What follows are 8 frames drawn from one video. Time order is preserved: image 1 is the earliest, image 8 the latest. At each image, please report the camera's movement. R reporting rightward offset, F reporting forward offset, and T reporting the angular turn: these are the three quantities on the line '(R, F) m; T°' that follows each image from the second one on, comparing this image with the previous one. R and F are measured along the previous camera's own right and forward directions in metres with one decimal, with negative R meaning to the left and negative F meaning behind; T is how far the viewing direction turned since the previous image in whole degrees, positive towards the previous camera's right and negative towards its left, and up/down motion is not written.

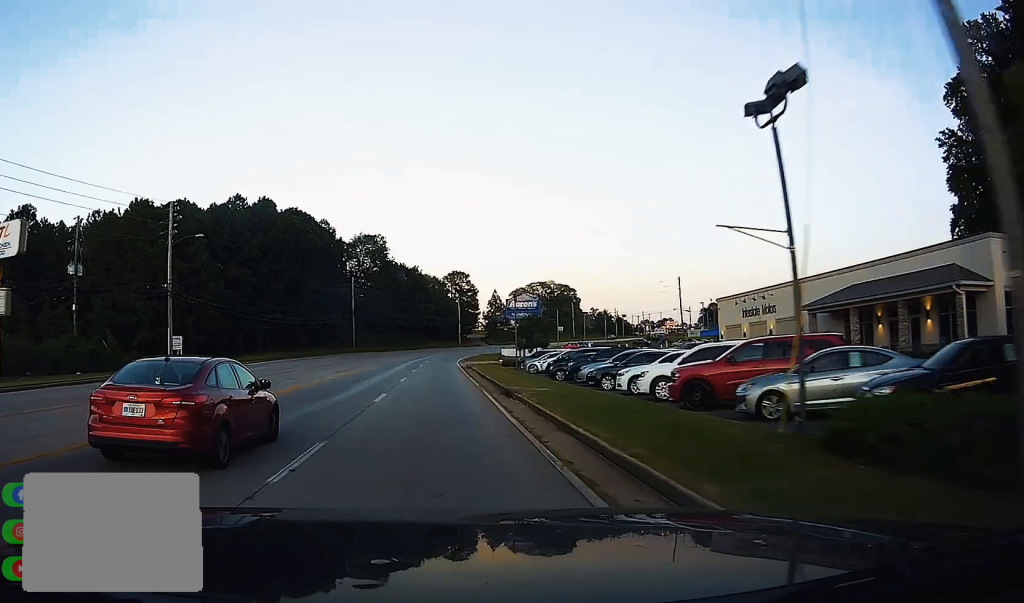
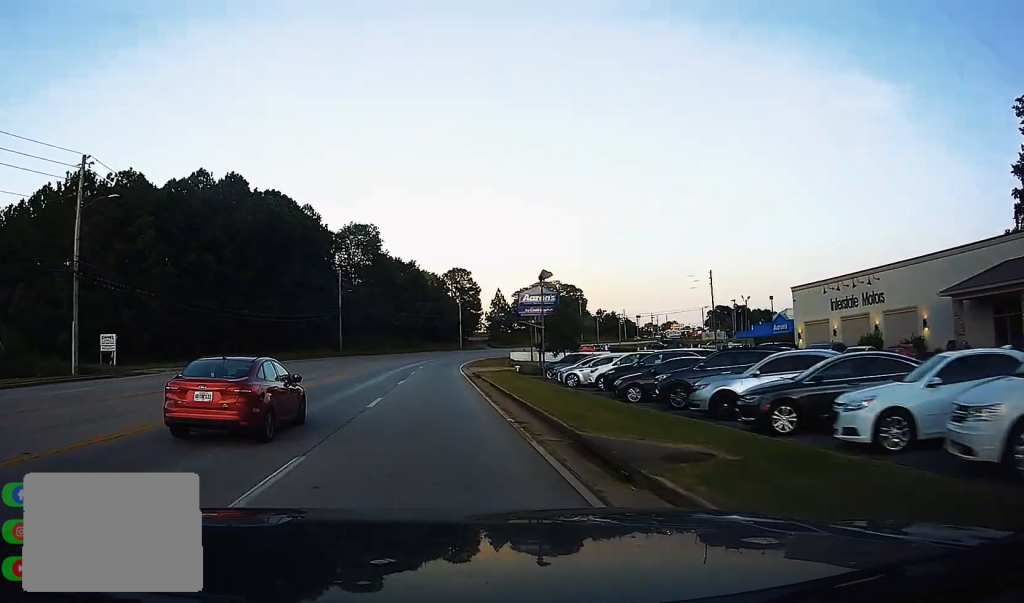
(0.0, +14.9) m; -1°
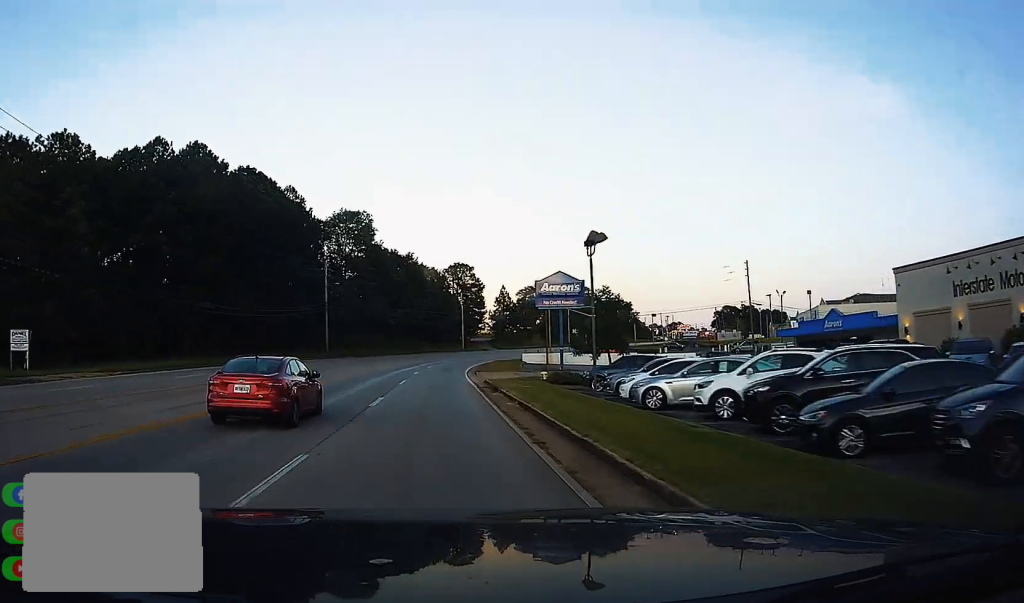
(-0.4, +13.9) m; -2°
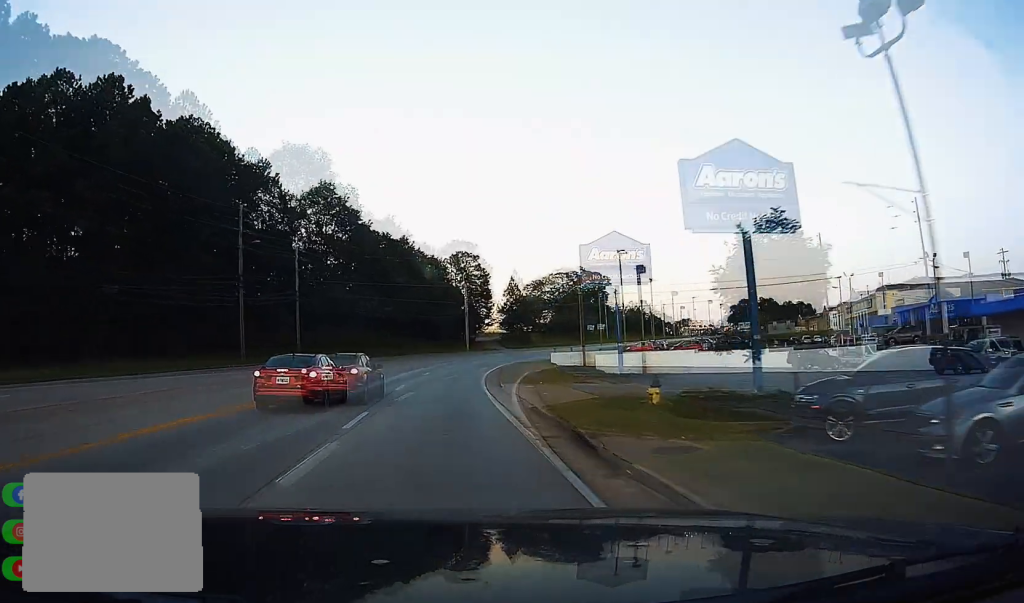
(0.0, +22.2) m; 0°
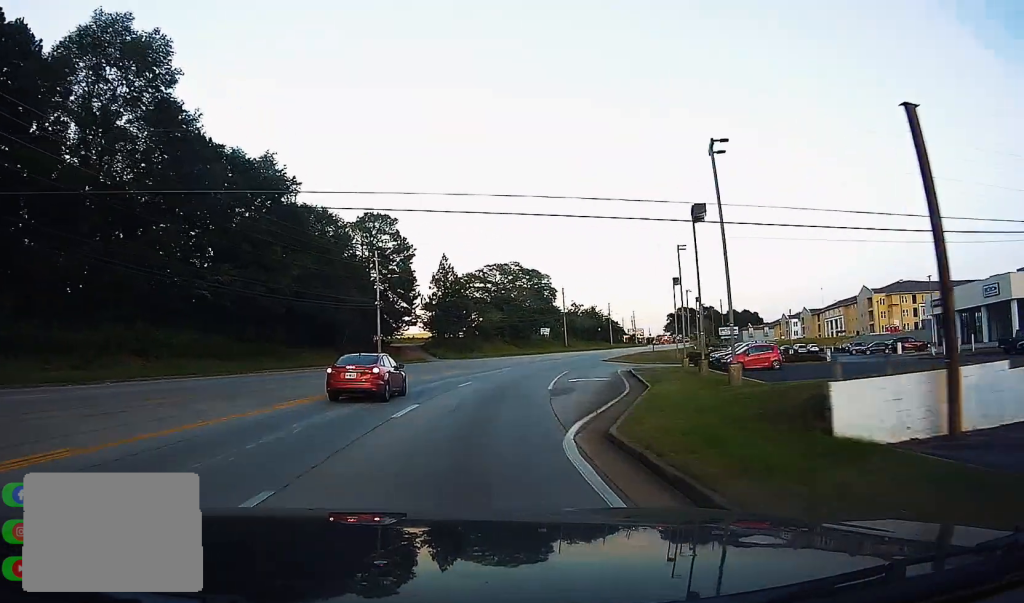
(0.0, +31.2) m; 0°
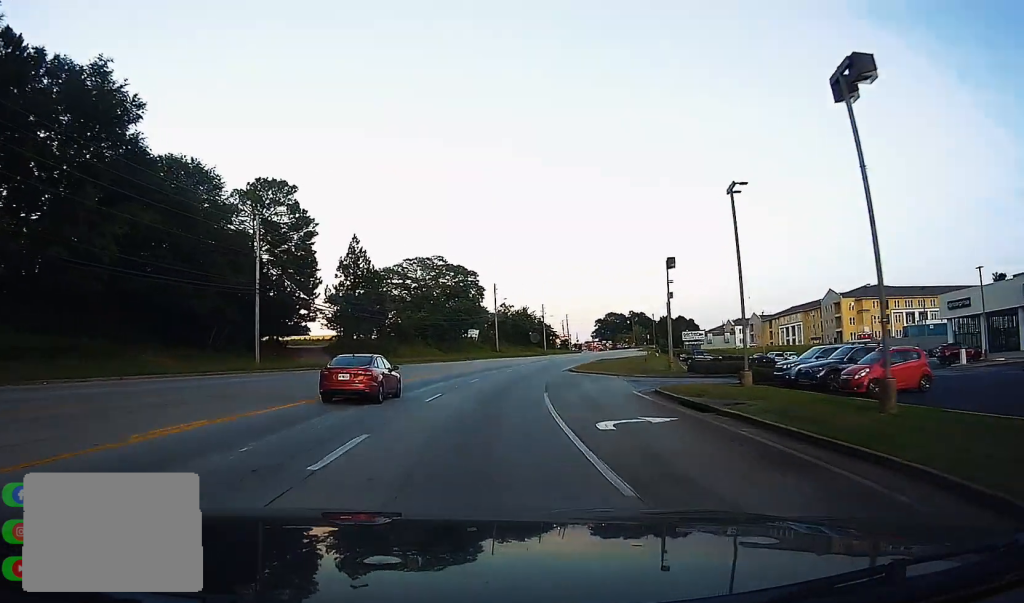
(0.0, +20.5) m; +4°
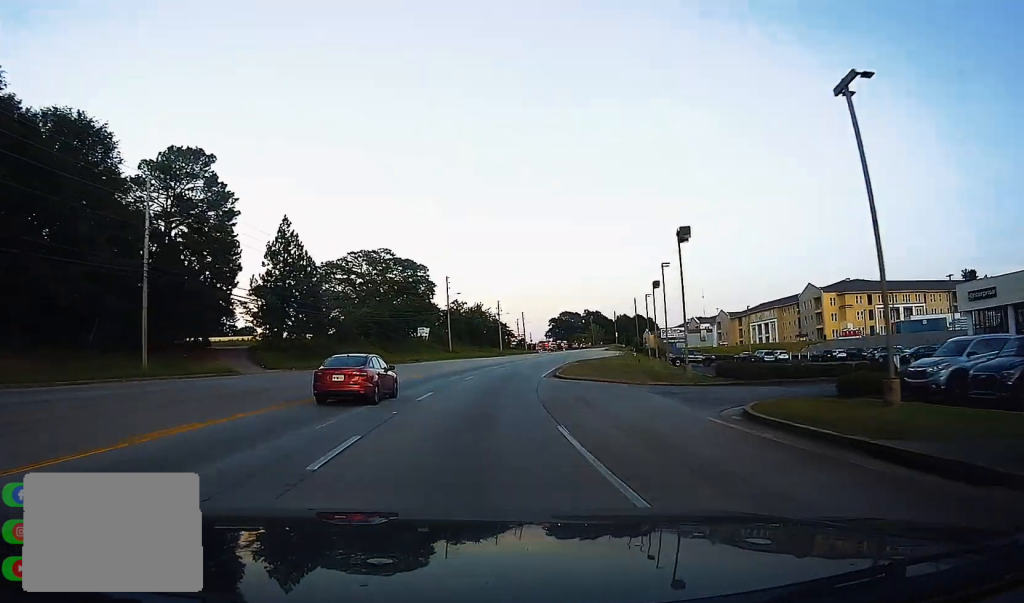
(+0.6, +12.4) m; +4°
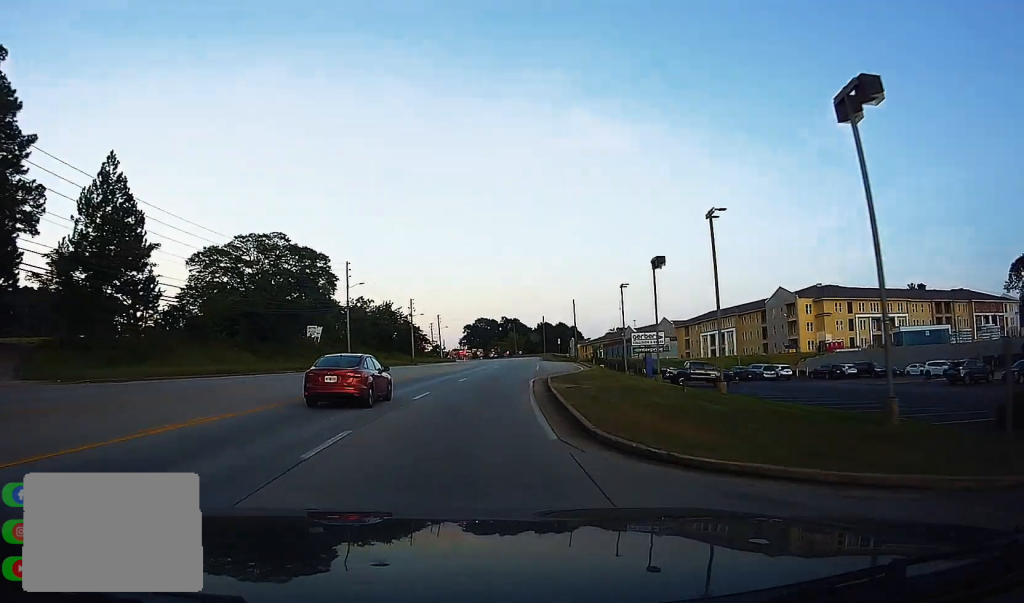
(+1.5, +23.7) m; +9°
